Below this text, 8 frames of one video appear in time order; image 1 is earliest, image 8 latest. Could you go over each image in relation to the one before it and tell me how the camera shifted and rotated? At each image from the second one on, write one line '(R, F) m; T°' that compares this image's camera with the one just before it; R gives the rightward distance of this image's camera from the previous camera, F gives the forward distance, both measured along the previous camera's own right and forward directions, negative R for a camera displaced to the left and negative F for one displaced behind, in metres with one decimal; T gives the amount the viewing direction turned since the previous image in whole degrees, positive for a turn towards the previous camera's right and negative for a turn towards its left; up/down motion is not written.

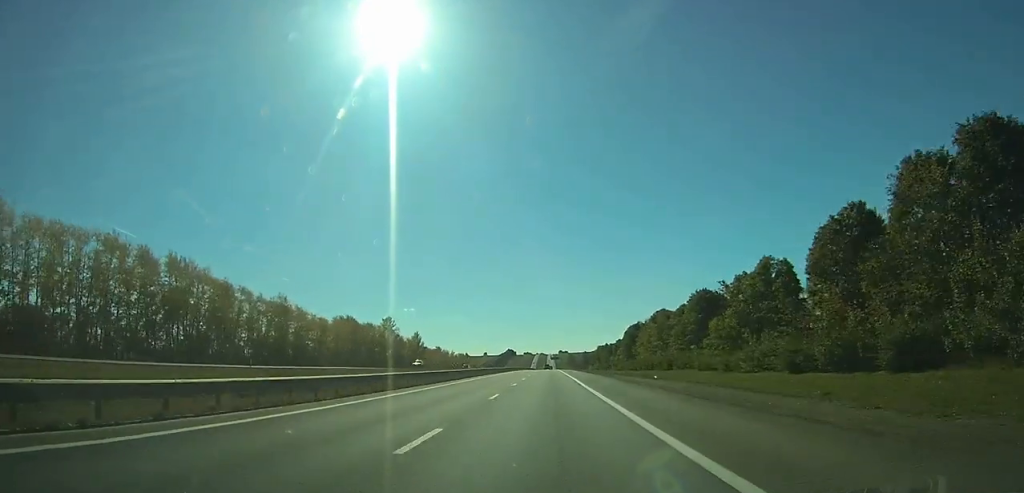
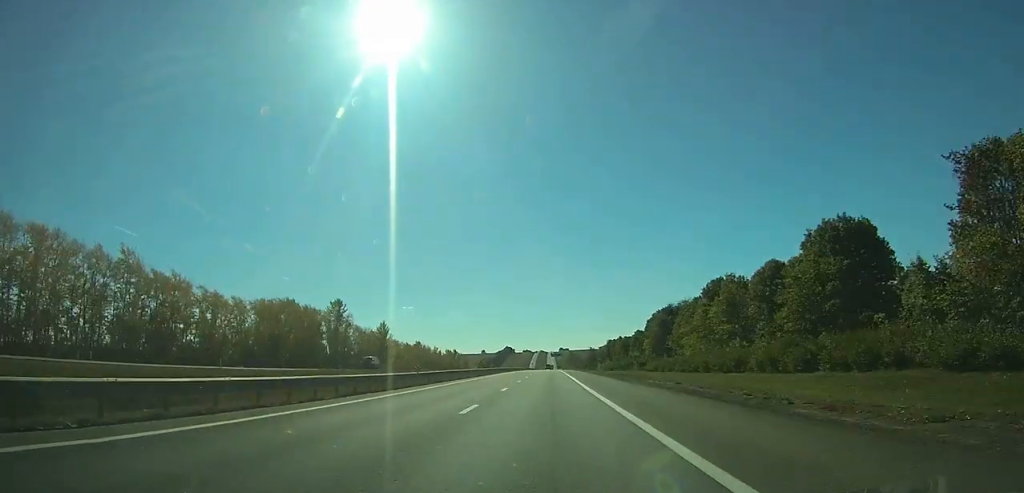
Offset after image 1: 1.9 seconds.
(+0.2, +53.5) m; 0°
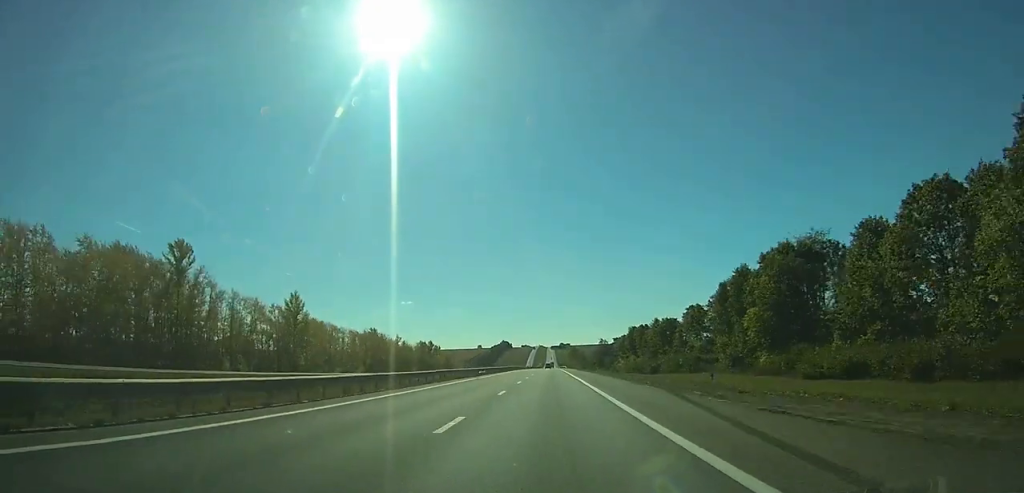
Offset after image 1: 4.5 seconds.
(0.0, +75.2) m; 0°
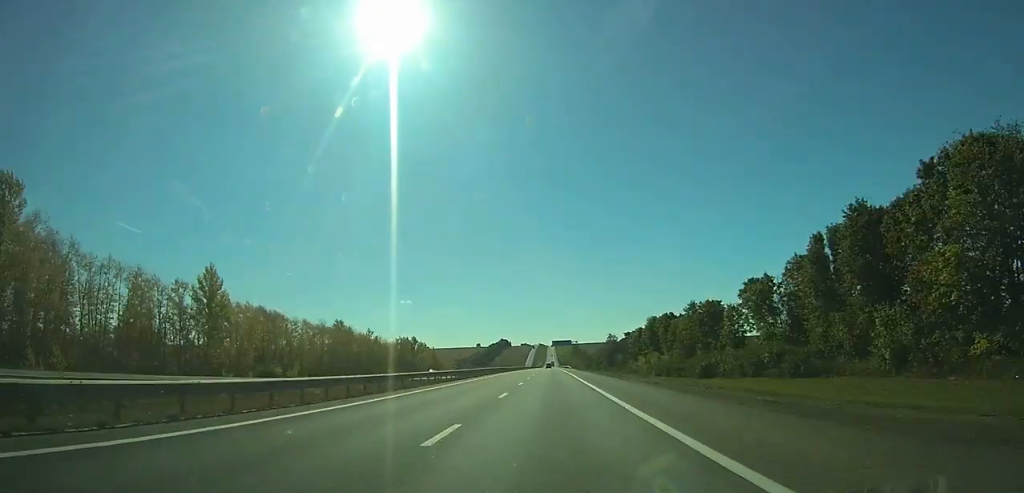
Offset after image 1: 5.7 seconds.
(-0.1, +36.9) m; 0°
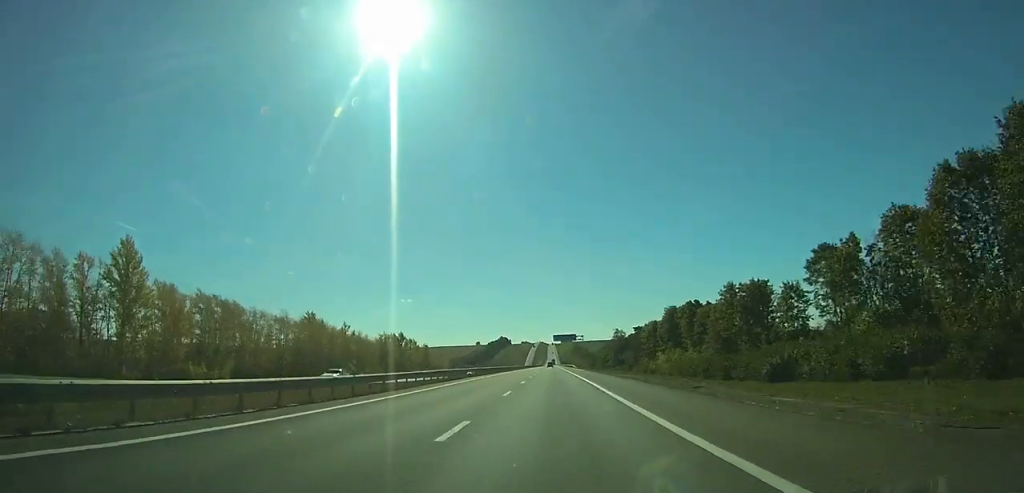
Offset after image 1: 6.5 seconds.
(0.0, +23.4) m; 0°
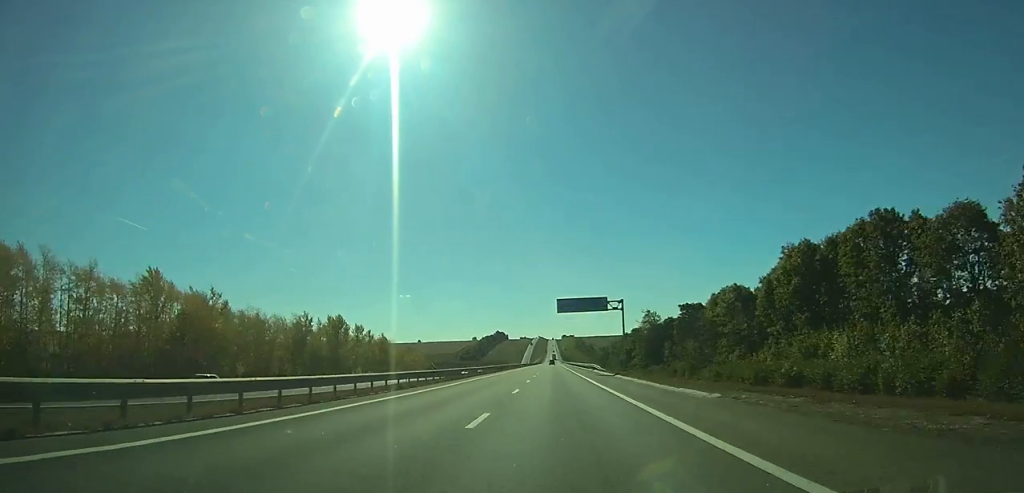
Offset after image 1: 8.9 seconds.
(0.0, +69.9) m; 0°
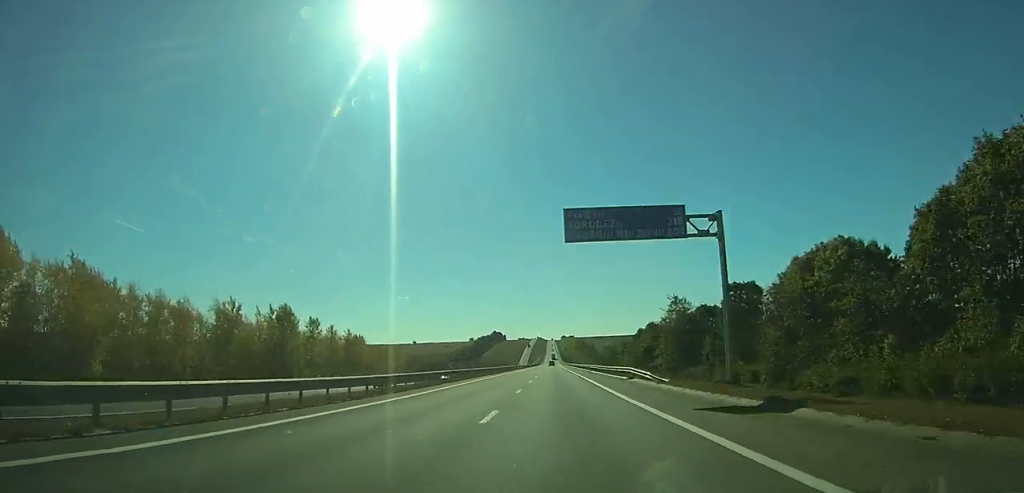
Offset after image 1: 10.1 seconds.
(0.0, +34.8) m; 0°
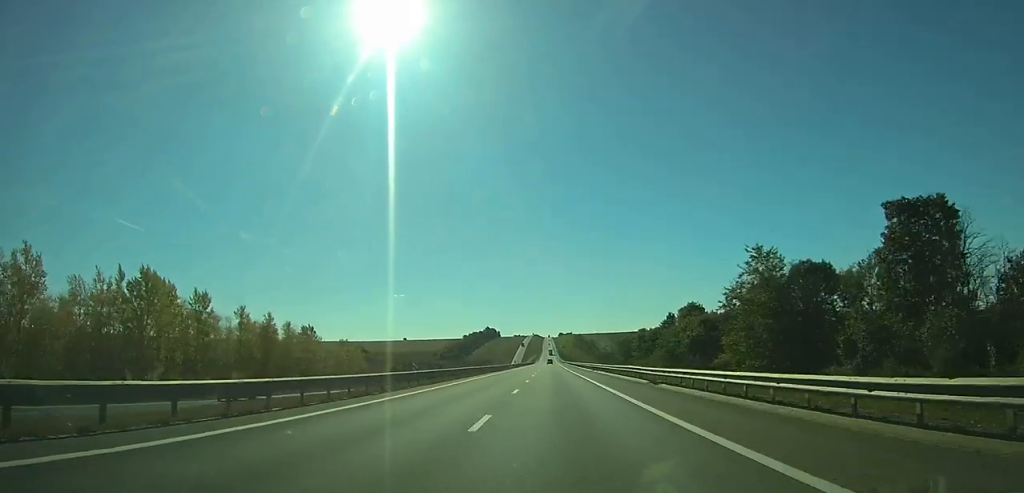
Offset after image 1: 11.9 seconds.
(0.0, +50.1) m; 0°
